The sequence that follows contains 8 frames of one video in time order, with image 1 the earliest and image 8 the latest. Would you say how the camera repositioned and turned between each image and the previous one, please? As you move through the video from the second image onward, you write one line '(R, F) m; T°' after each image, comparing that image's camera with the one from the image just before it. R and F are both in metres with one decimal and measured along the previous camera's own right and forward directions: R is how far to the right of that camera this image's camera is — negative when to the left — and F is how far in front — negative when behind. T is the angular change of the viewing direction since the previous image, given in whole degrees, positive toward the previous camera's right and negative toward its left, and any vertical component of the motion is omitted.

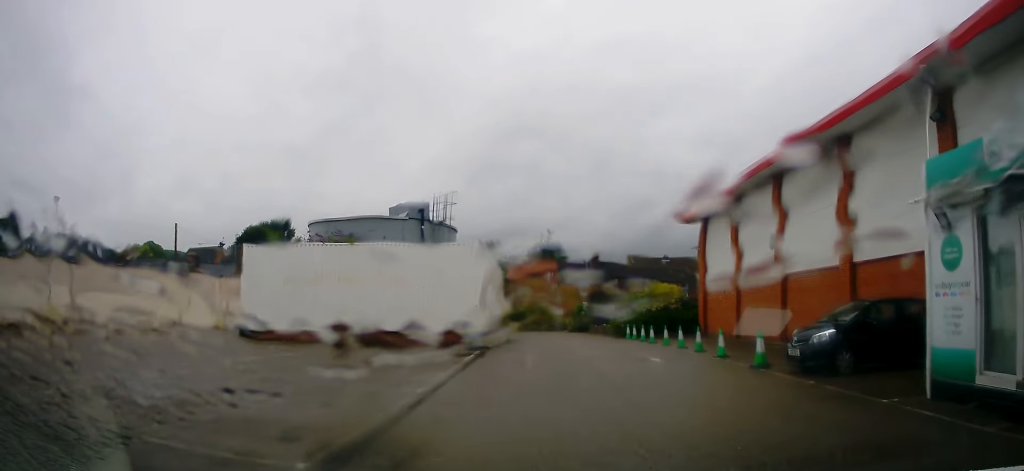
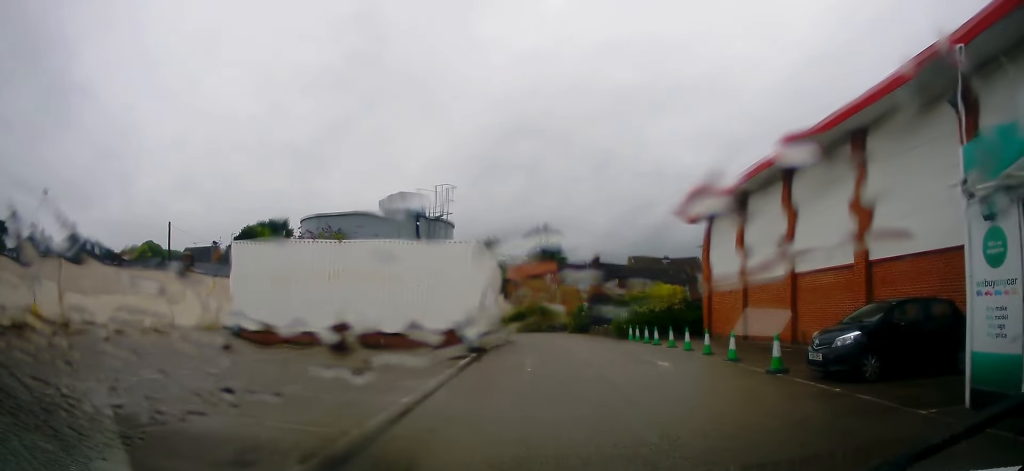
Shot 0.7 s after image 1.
(-0.1, +1.1) m; 0°
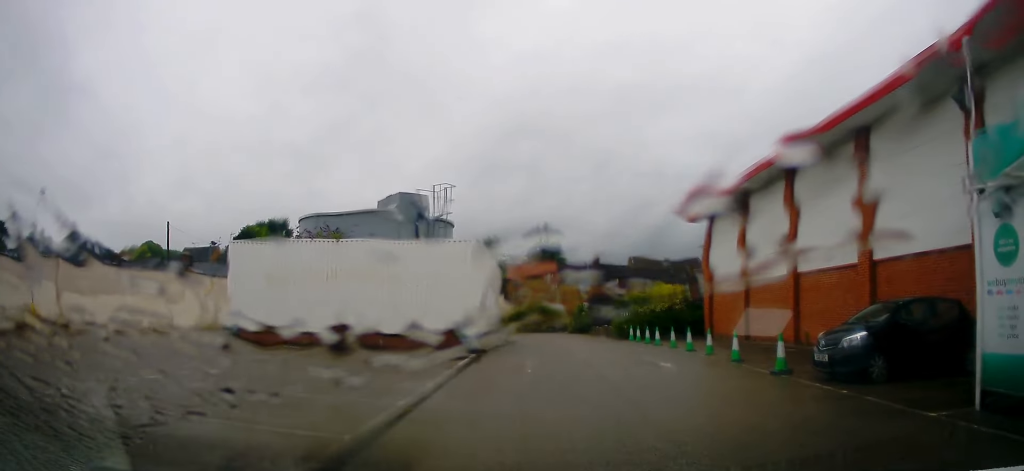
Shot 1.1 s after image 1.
(-0.1, +0.6) m; 0°
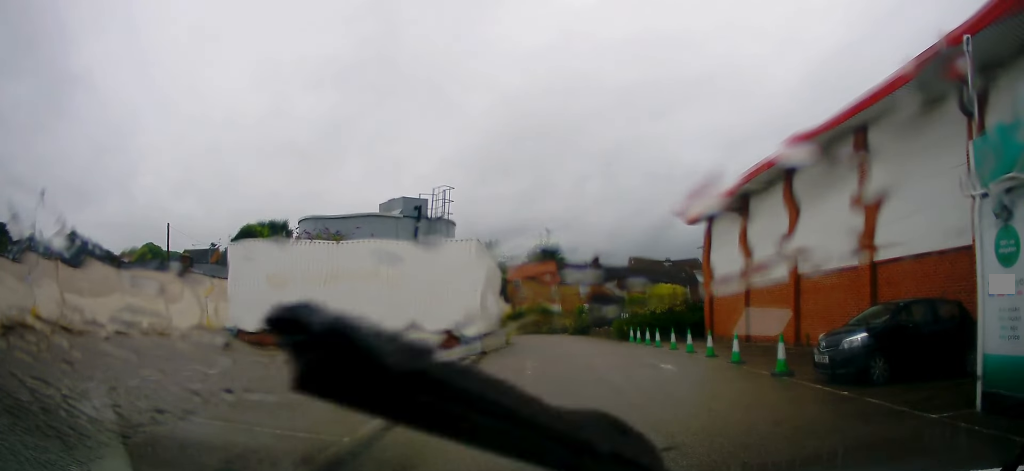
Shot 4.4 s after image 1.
(0.0, +0.3) m; 0°
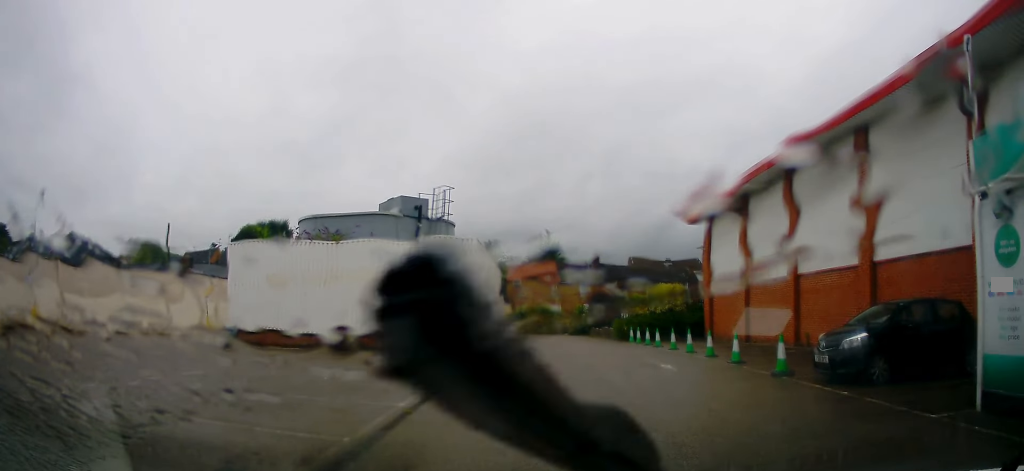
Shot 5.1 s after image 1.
(0.0, 0.0) m; 0°
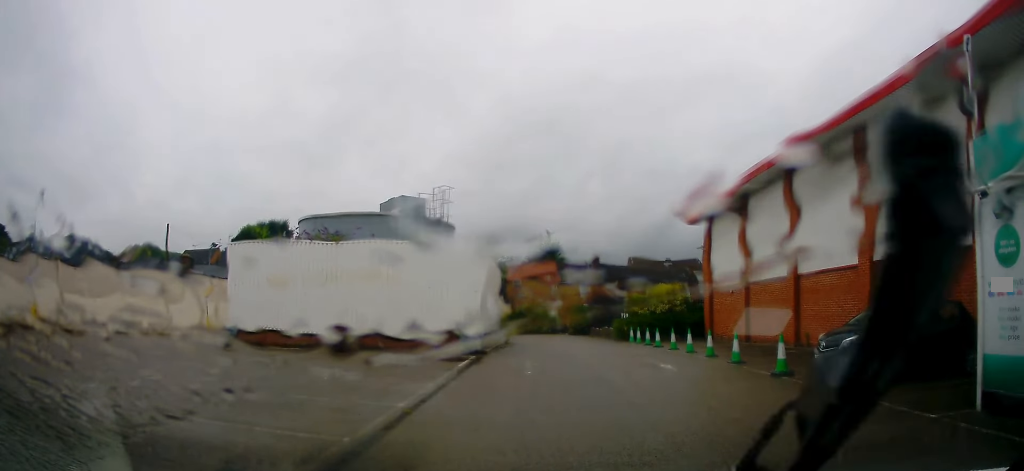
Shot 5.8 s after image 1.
(0.0, 0.0) m; 0°
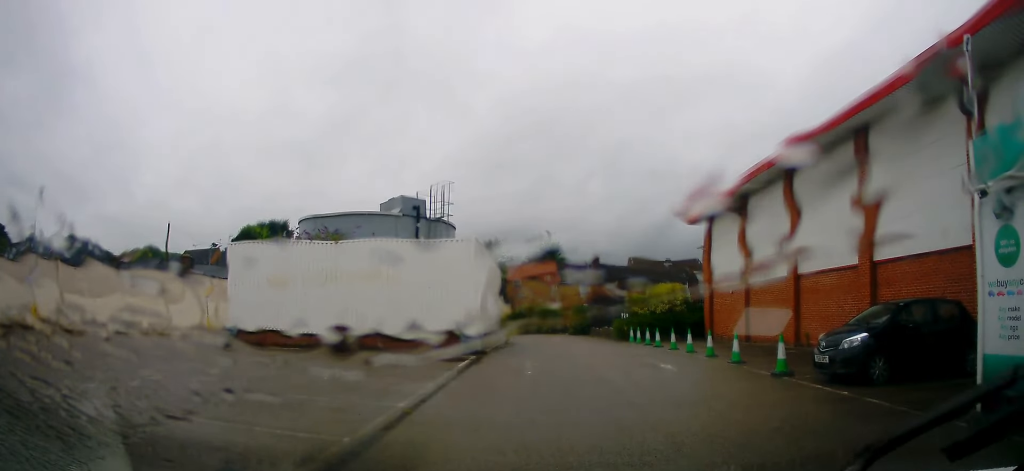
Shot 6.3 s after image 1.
(0.0, 0.0) m; 0°
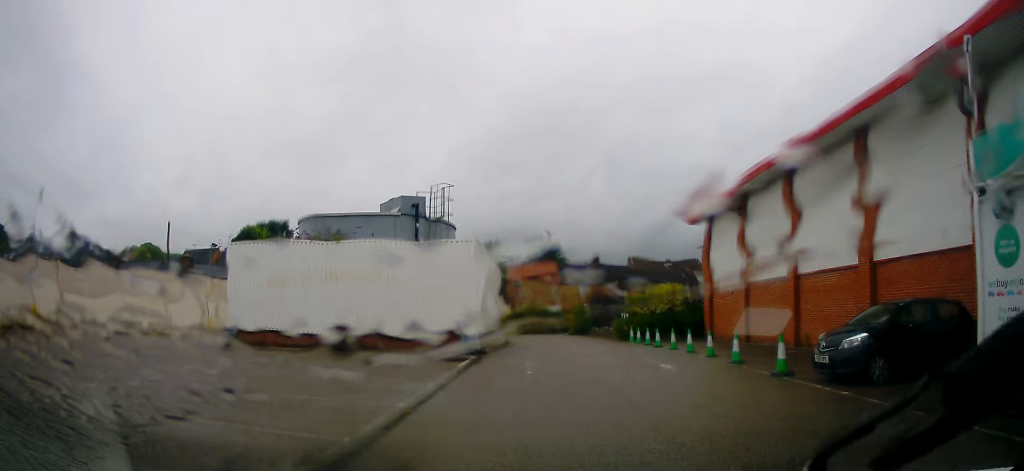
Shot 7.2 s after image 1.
(0.0, 0.0) m; 0°
